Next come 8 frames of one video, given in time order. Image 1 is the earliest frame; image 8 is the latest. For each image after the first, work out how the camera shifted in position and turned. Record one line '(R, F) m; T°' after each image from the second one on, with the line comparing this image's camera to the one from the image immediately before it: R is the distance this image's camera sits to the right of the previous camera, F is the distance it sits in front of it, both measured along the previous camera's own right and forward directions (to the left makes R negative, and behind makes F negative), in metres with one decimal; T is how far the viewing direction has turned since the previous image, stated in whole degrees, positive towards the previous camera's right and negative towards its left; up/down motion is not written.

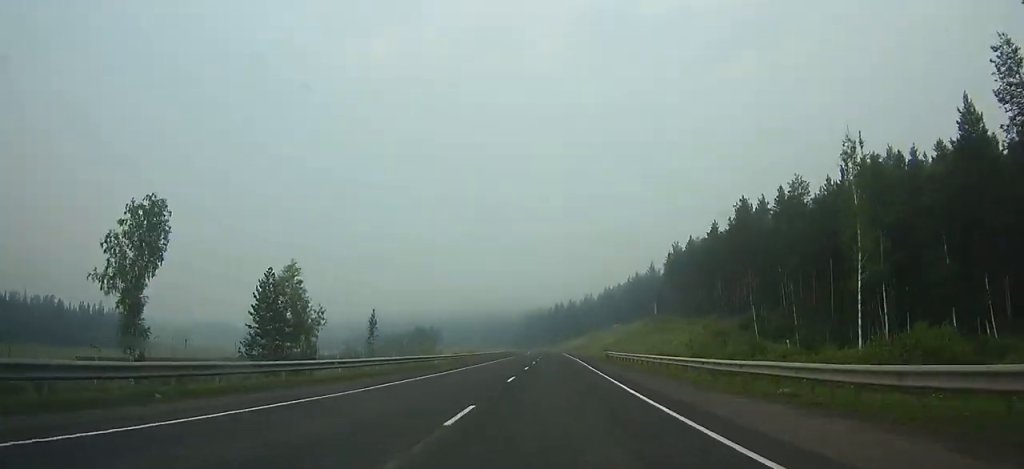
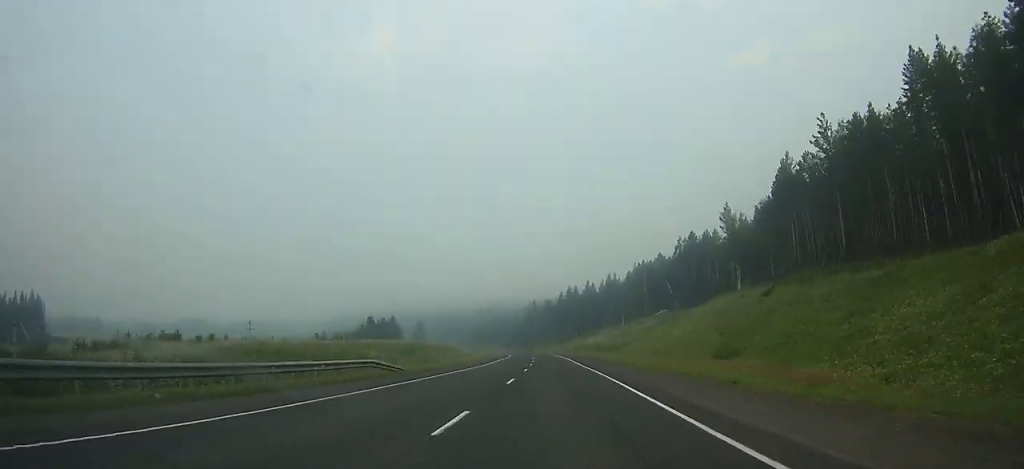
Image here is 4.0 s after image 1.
(-0.4, +108.0) m; -2°
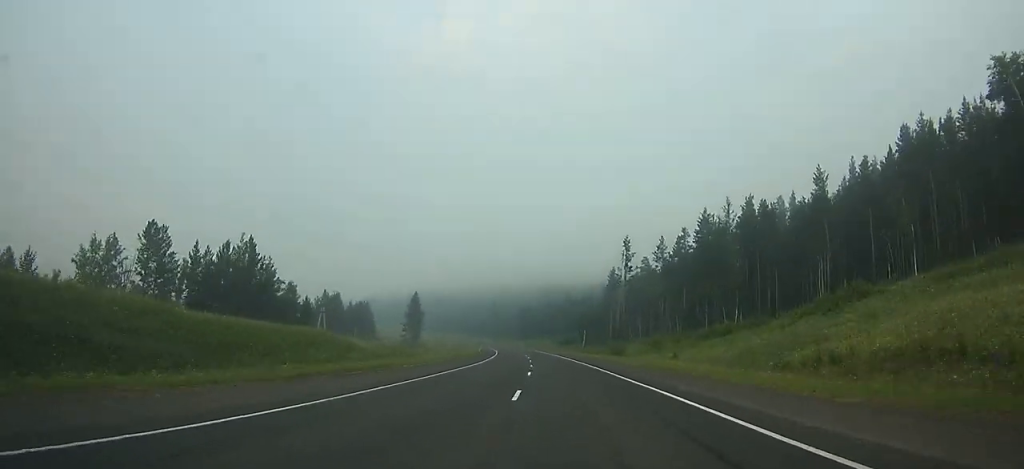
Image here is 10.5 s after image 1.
(-10.0, +171.9) m; -7°
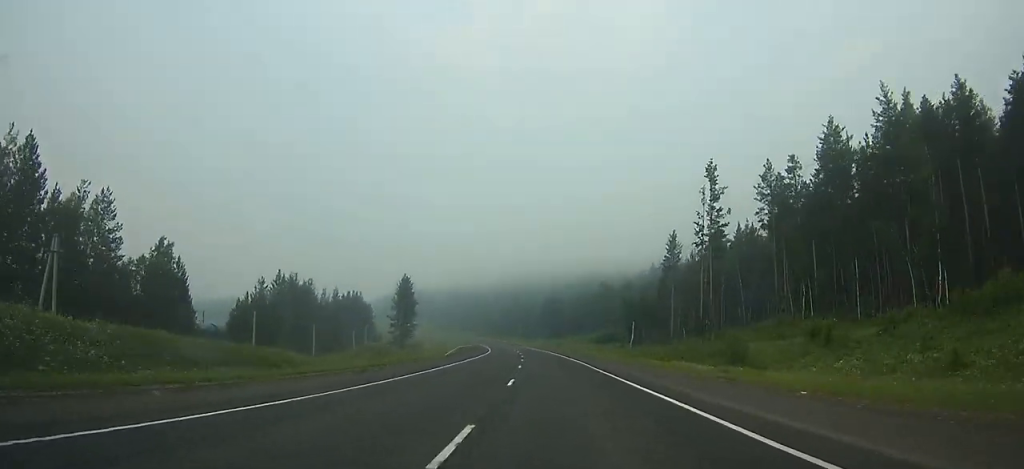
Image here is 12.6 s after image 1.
(-0.6, +58.1) m; -3°
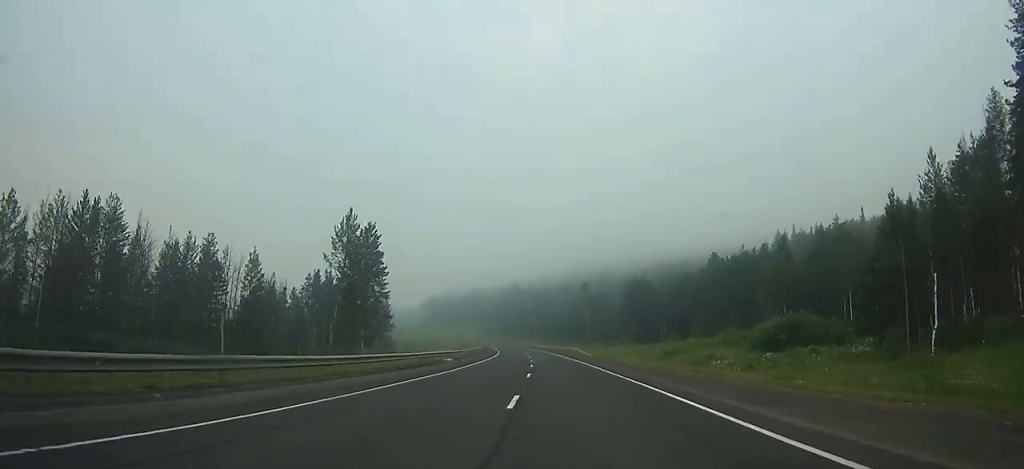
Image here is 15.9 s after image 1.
(-5.0, +90.9) m; -6°
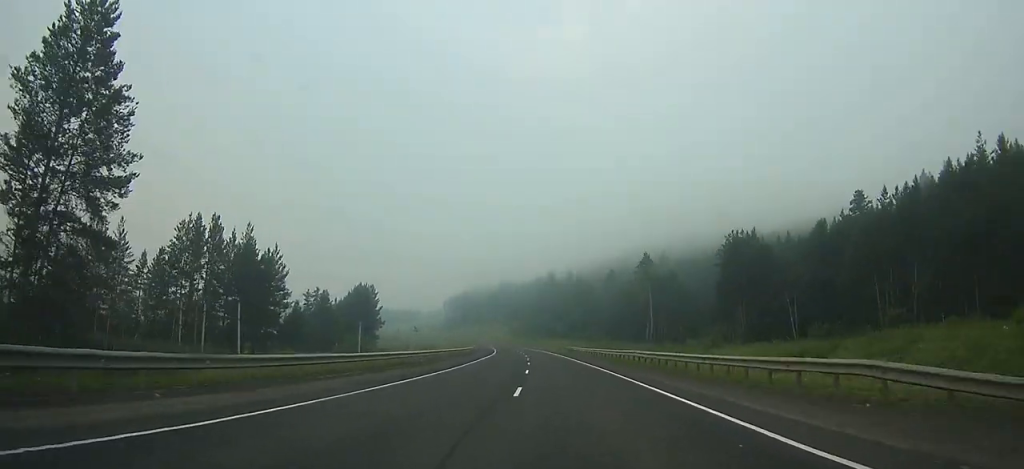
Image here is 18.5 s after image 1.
(-2.3, +70.2) m; -4°
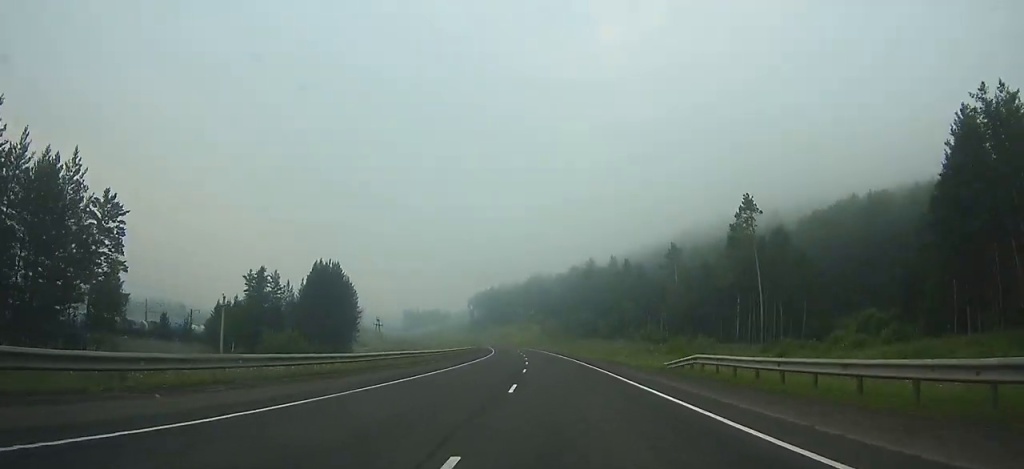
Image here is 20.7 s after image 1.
(-2.0, +57.8) m; -4°
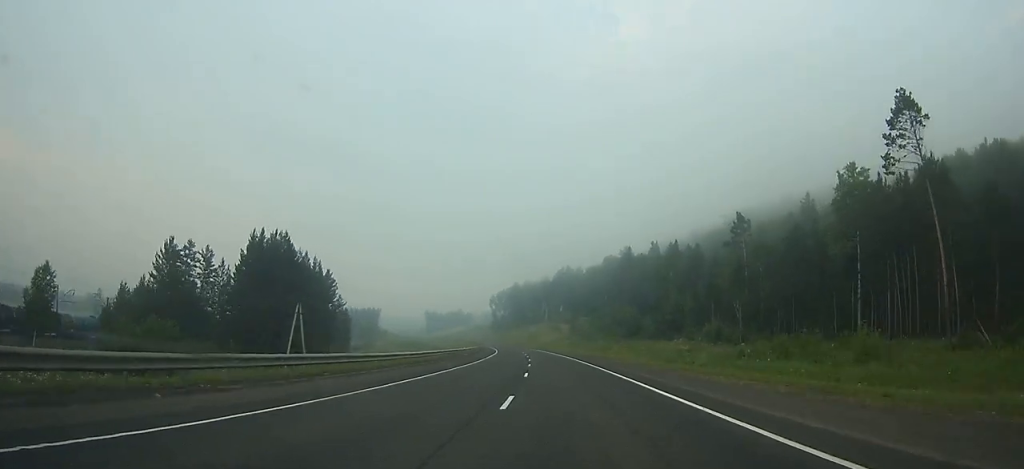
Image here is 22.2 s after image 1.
(-1.2, +39.0) m; -2°
